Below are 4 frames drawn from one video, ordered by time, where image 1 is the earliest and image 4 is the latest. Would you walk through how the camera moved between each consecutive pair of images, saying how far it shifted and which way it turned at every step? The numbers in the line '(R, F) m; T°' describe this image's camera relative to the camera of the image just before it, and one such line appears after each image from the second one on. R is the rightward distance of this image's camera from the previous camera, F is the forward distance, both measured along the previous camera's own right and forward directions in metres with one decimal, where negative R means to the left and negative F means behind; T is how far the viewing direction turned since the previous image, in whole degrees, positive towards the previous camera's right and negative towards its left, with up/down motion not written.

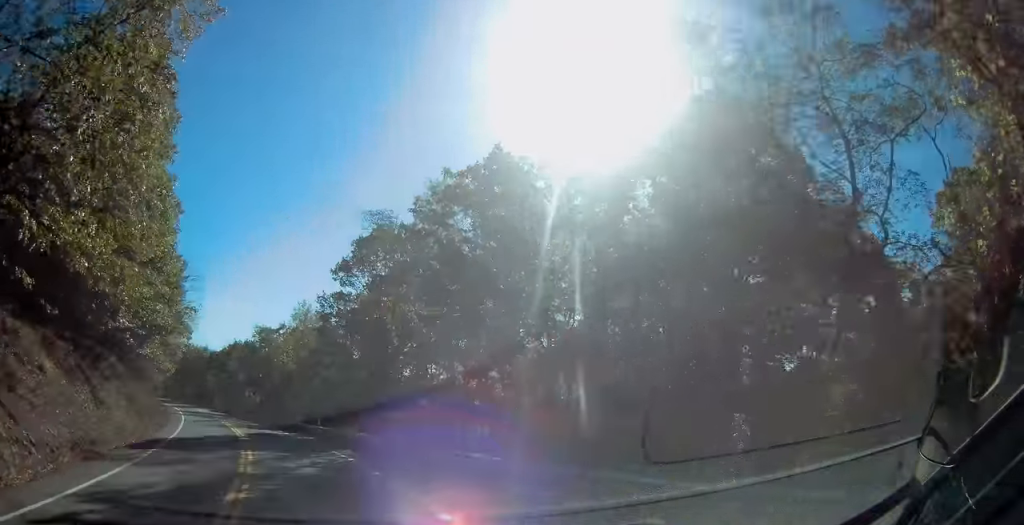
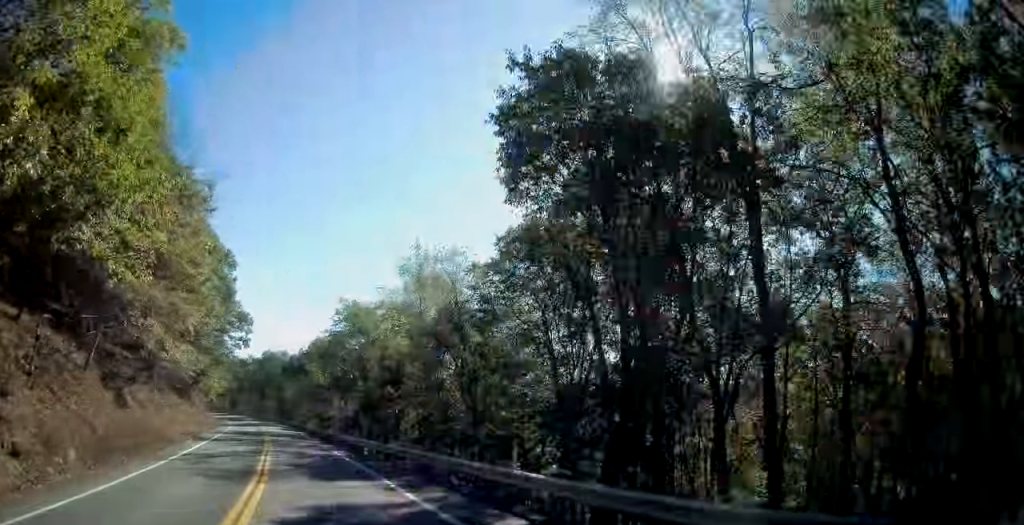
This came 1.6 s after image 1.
(-2.7, +25.9) m; -9°
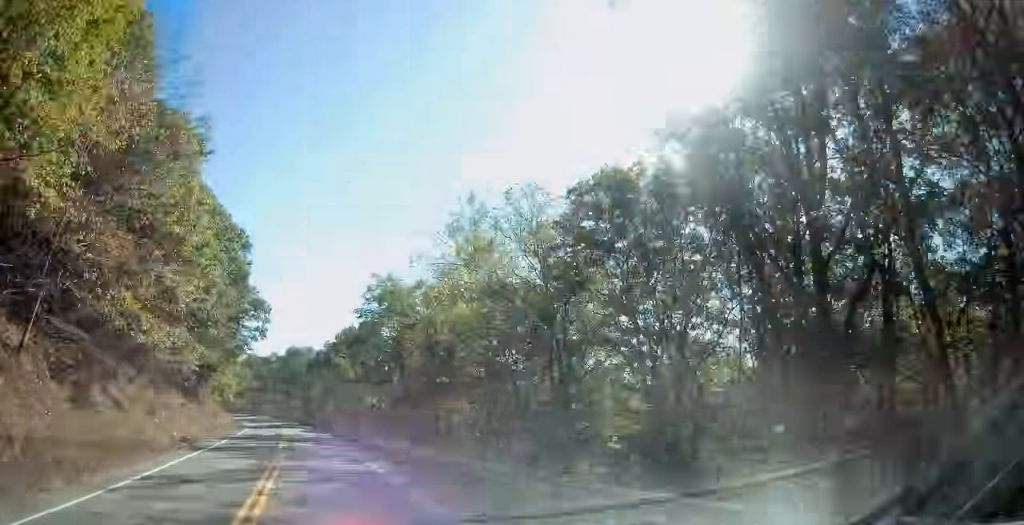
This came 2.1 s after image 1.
(0.0, +8.3) m; -2°
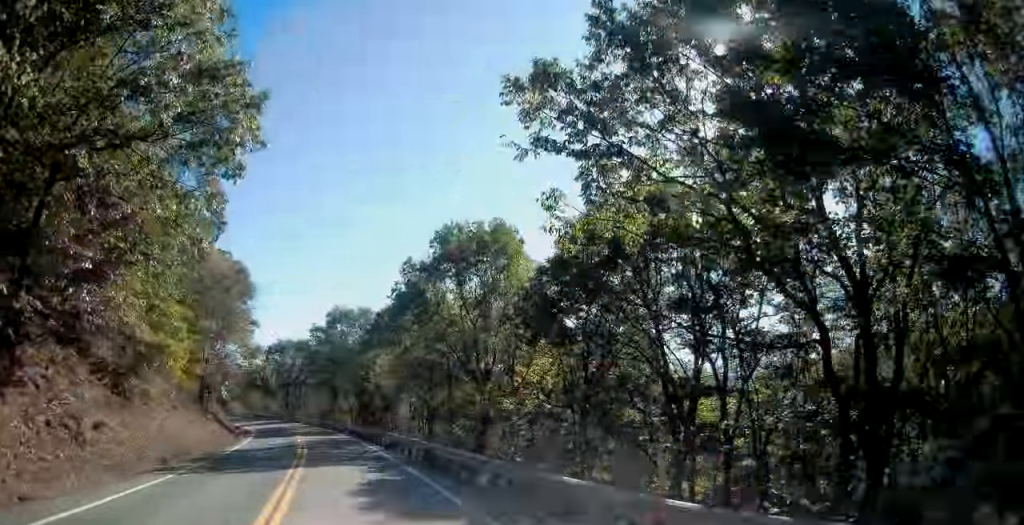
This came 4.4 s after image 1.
(-2.6, +41.8) m; -5°
